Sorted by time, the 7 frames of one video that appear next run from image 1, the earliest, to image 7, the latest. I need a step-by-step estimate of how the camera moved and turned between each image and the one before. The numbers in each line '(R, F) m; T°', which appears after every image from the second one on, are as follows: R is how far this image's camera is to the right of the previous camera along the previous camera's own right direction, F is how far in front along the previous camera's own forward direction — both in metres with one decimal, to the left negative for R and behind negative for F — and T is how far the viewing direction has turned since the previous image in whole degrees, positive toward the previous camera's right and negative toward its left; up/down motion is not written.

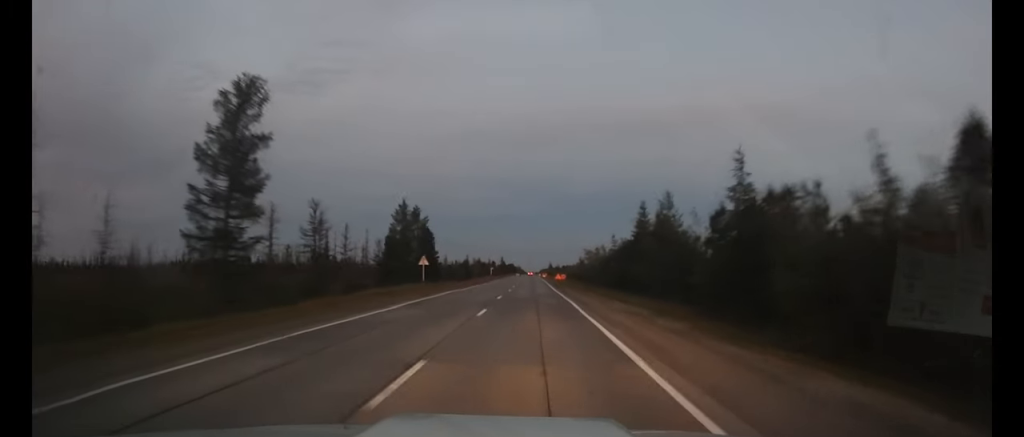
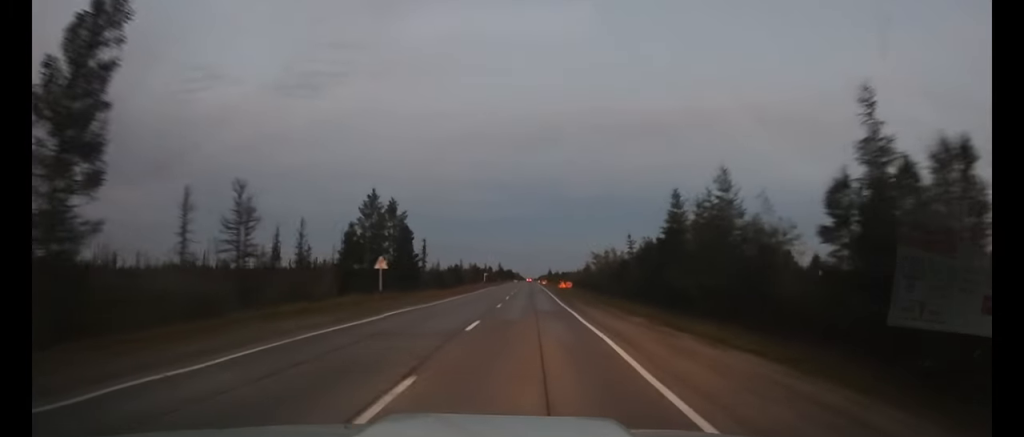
(0.0, +12.9) m; 0°
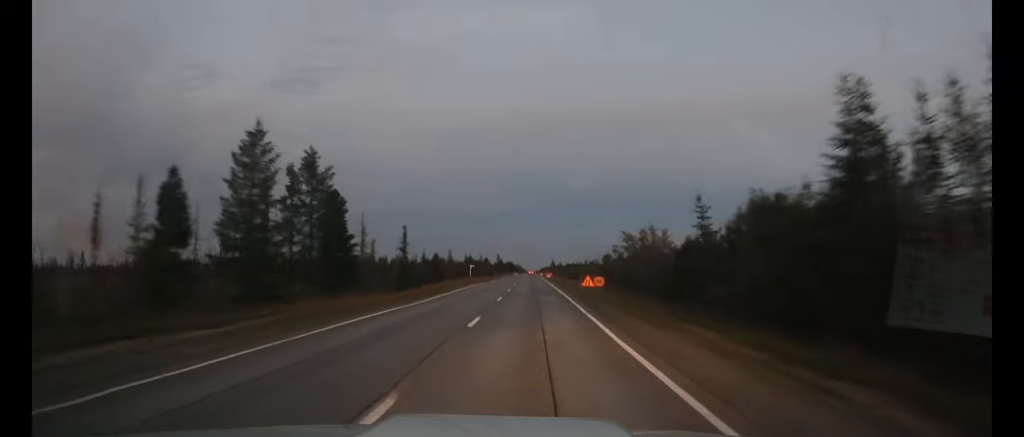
(0.0, +25.1) m; 0°
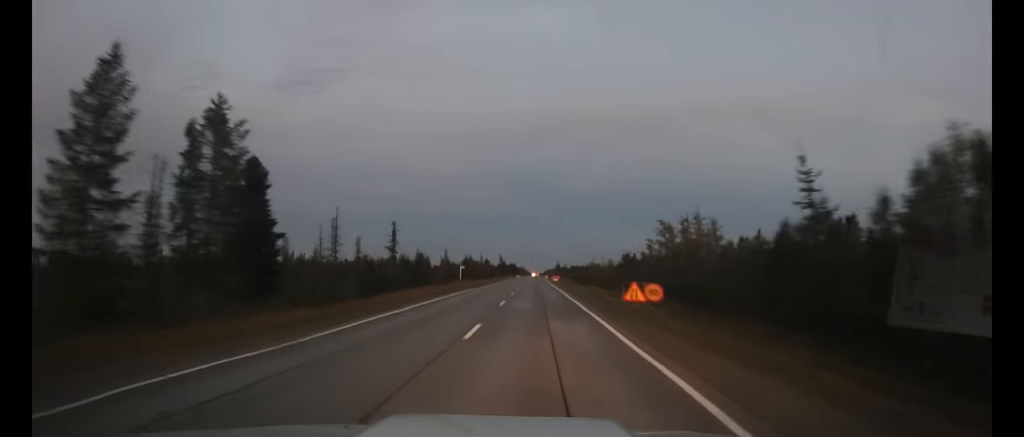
(0.0, +14.3) m; 0°
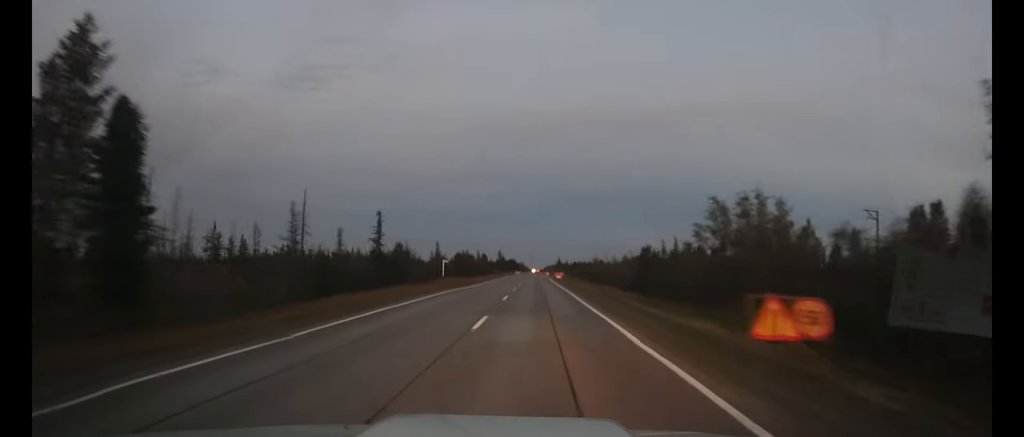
(0.0, +11.9) m; 0°
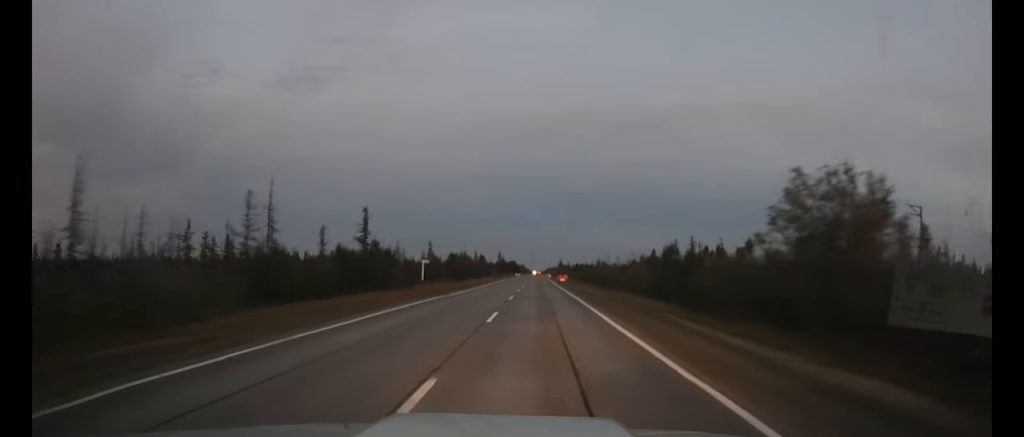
(0.0, +9.6) m; 0°
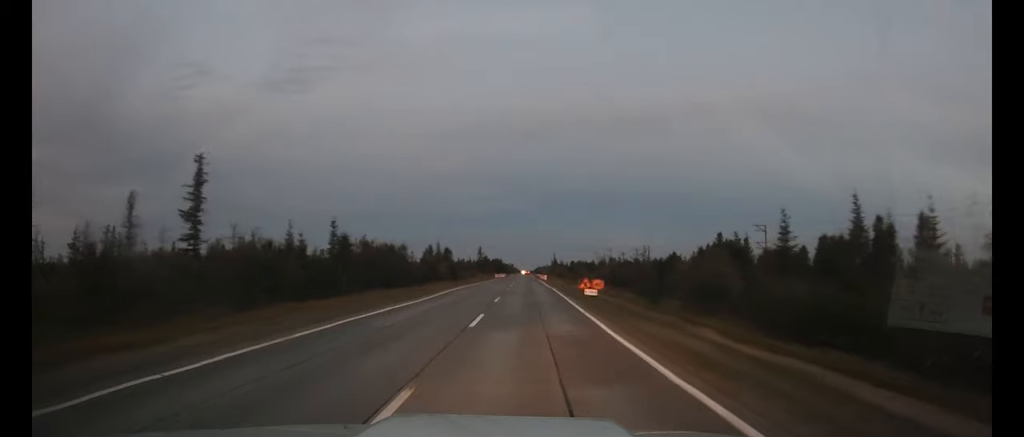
(+0.2, +48.6) m; +1°
